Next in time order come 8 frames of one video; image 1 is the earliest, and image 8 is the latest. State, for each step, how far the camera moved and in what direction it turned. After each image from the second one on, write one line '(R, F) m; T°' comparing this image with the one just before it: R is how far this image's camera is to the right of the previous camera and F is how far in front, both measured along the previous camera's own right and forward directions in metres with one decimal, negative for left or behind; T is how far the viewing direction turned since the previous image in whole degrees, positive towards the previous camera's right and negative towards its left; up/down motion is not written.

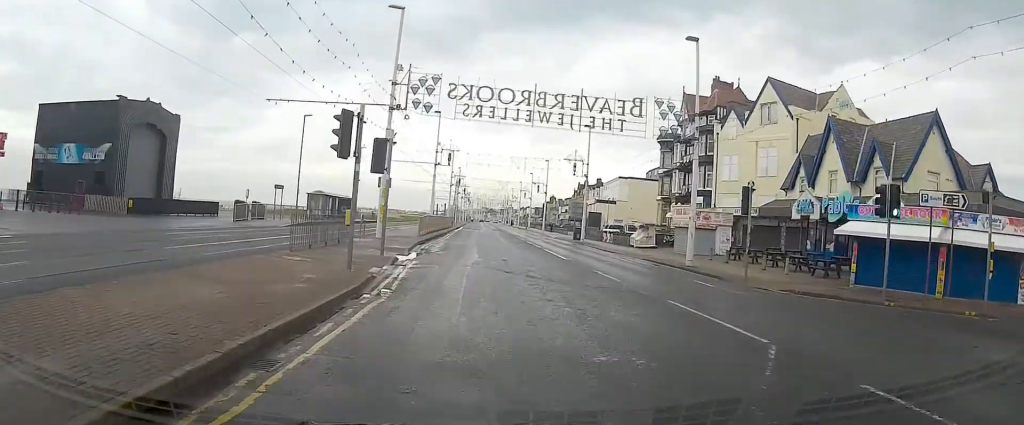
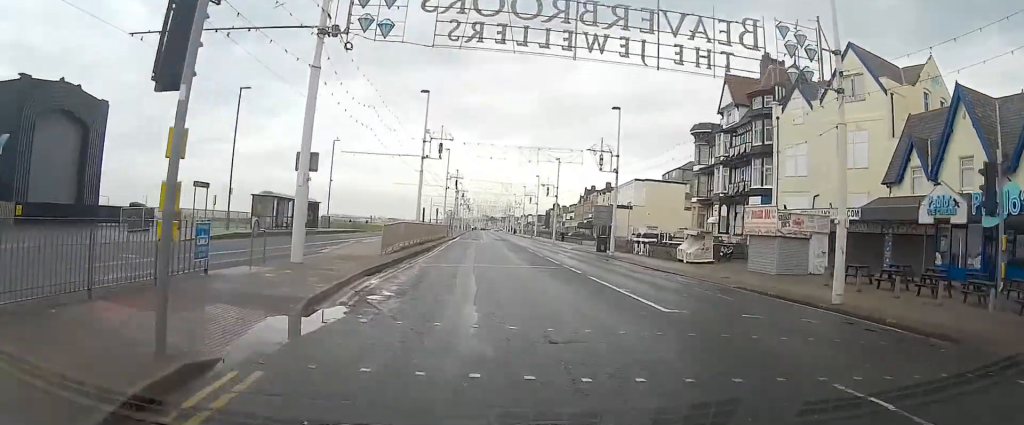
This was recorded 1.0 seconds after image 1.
(0.0, +13.6) m; 0°
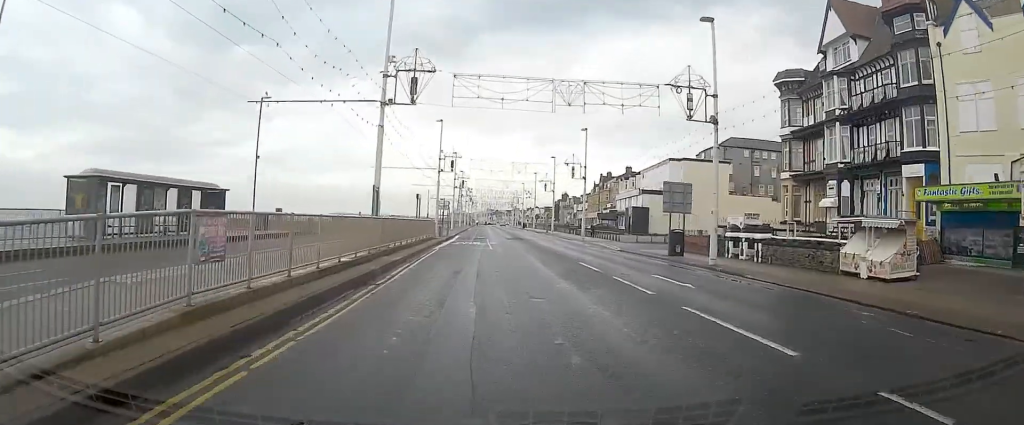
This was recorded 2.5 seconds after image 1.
(0.0, +20.5) m; 0°
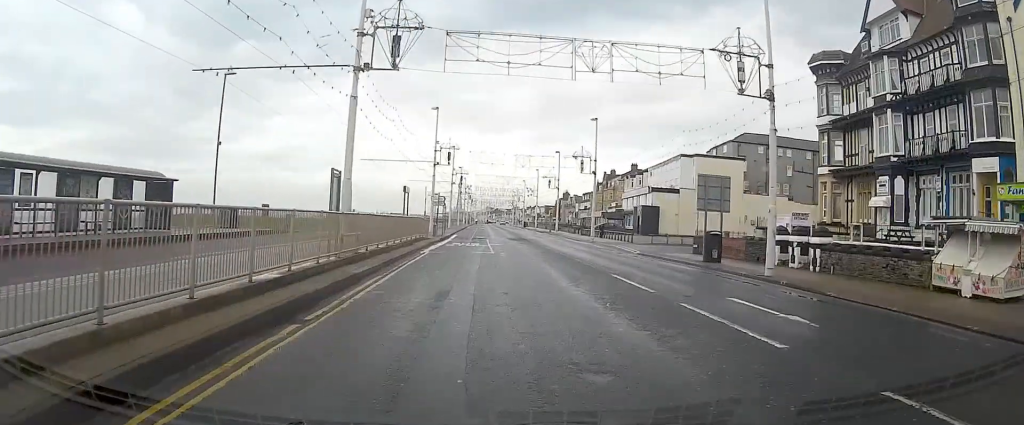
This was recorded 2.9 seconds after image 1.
(0.0, +5.9) m; 0°
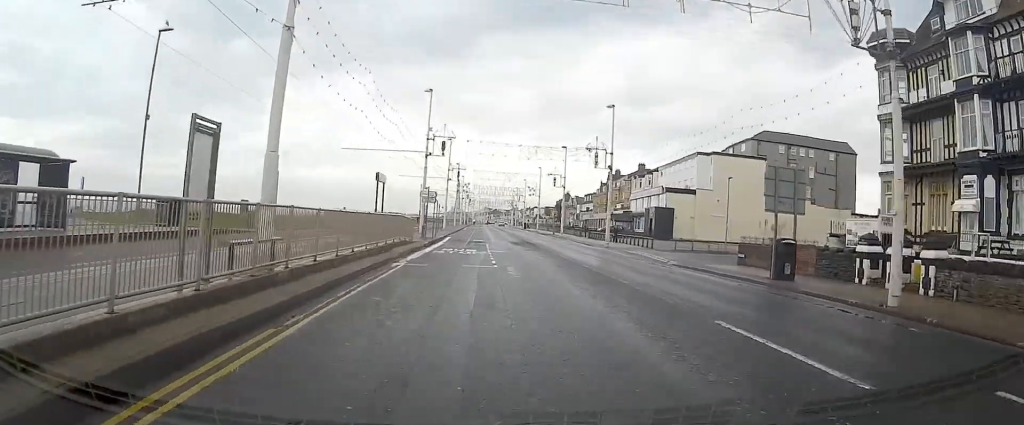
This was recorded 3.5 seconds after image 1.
(0.0, +7.8) m; 0°
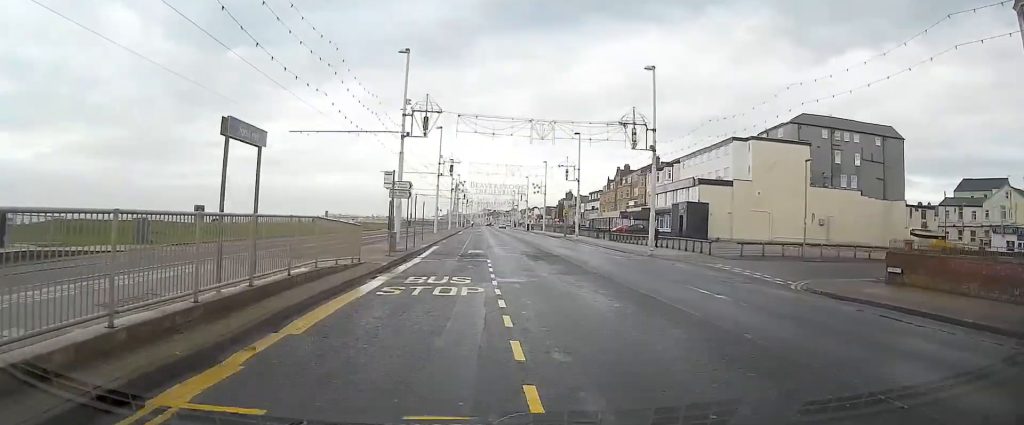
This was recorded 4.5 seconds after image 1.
(+0.1, +13.5) m; 0°
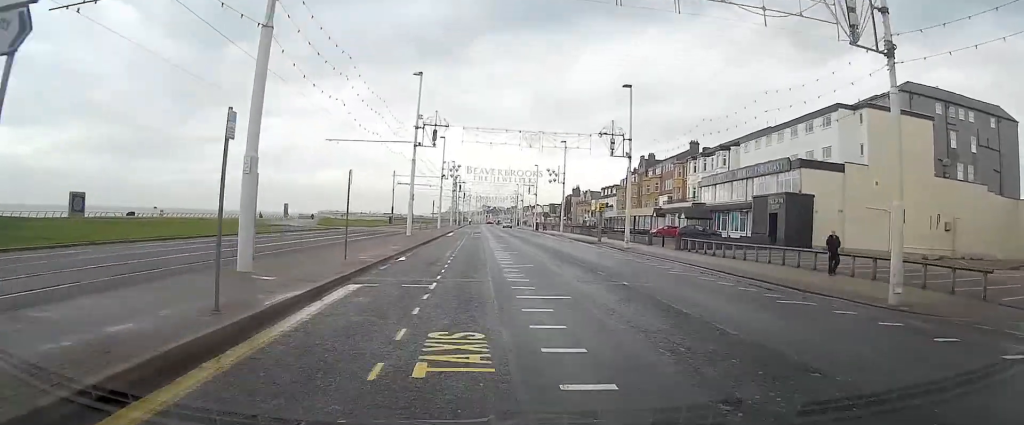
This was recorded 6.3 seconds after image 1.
(-0.1, +23.4) m; 0°
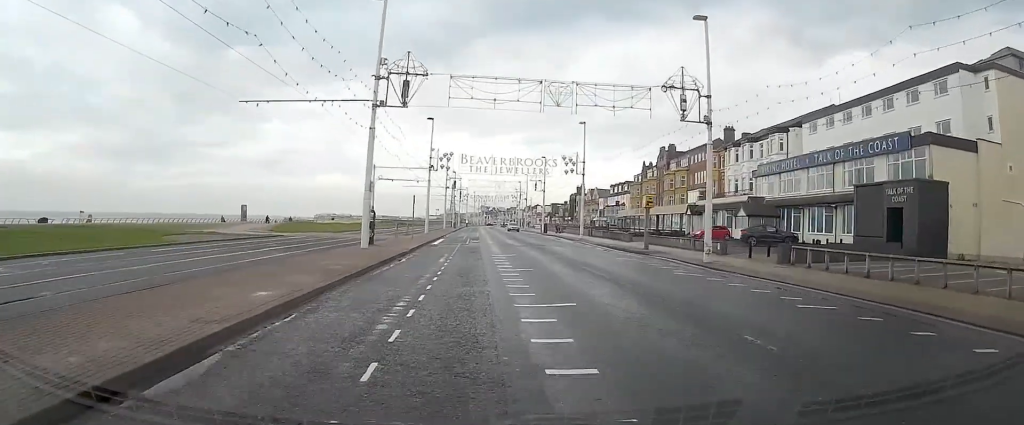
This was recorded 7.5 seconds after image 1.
(0.0, +16.2) m; +1°
